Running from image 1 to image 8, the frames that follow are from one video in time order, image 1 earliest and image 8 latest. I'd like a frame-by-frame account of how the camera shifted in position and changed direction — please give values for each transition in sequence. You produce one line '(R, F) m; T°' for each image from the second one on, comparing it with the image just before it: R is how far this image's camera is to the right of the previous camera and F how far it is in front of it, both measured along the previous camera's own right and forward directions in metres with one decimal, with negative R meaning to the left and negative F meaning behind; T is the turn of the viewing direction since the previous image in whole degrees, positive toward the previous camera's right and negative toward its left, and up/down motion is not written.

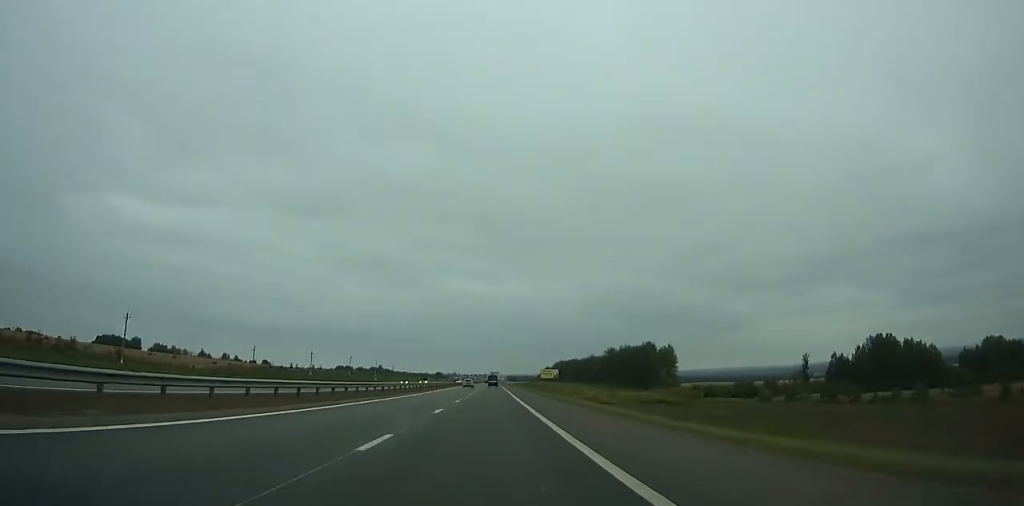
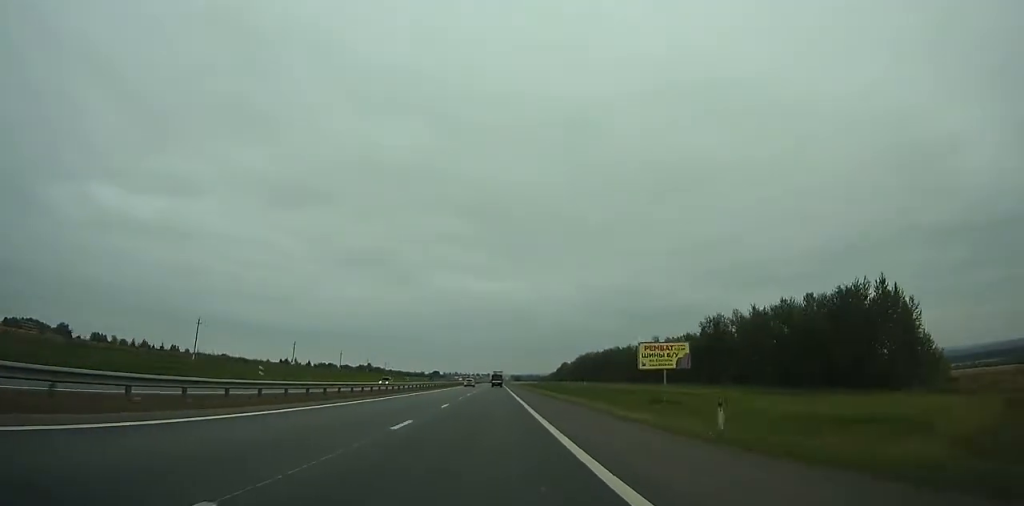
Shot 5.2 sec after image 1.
(-0.1, +137.7) m; 0°
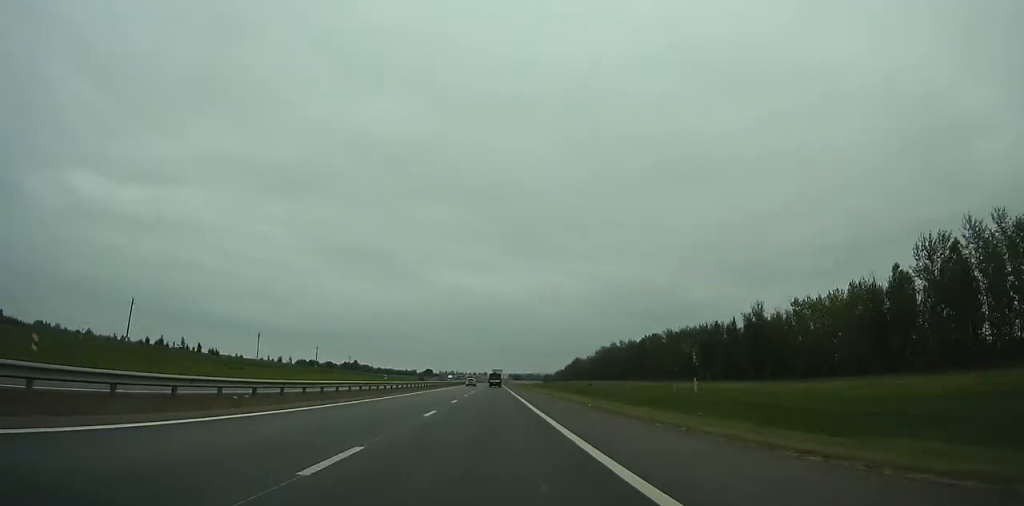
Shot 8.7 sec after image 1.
(-0.3, +92.3) m; 0°
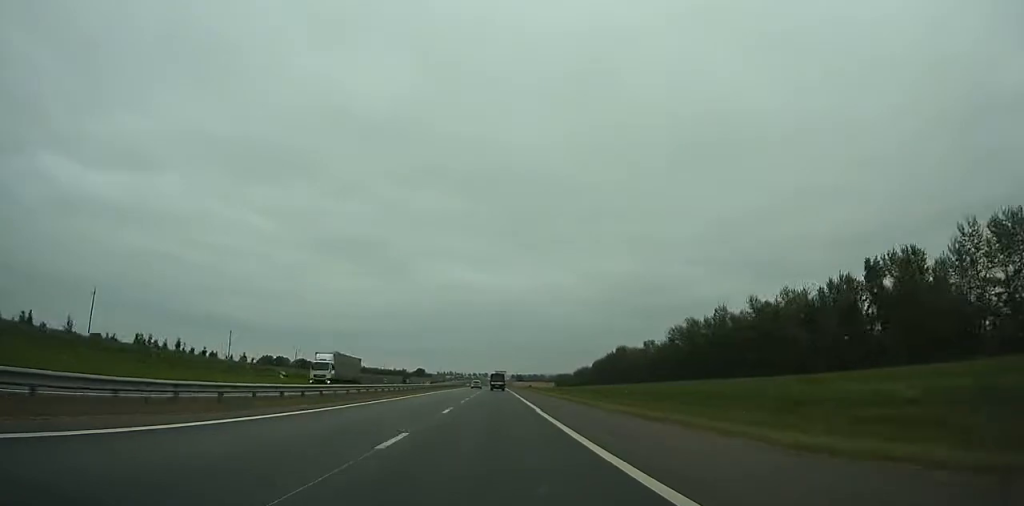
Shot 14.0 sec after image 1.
(+0.2, +140.1) m; 0°
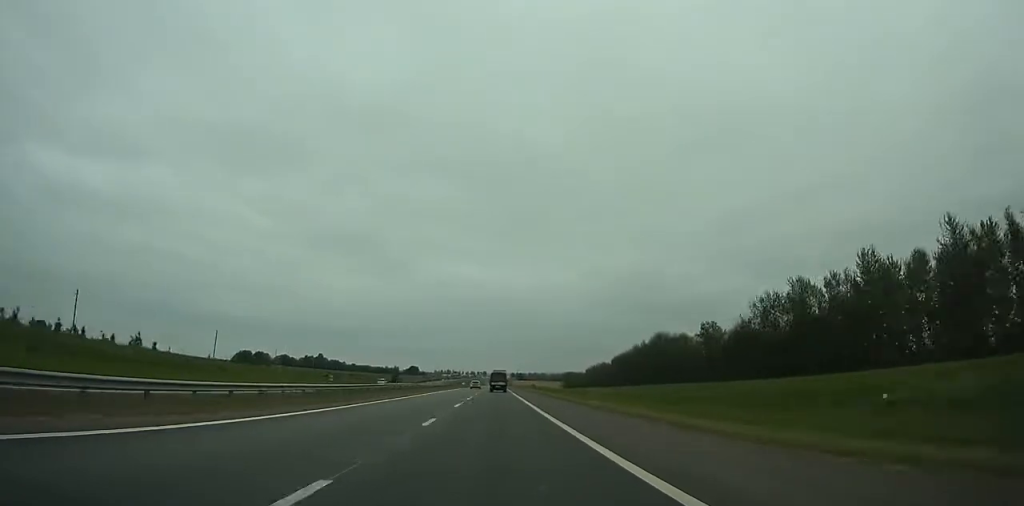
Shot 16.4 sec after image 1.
(+0.1, +63.9) m; 0°
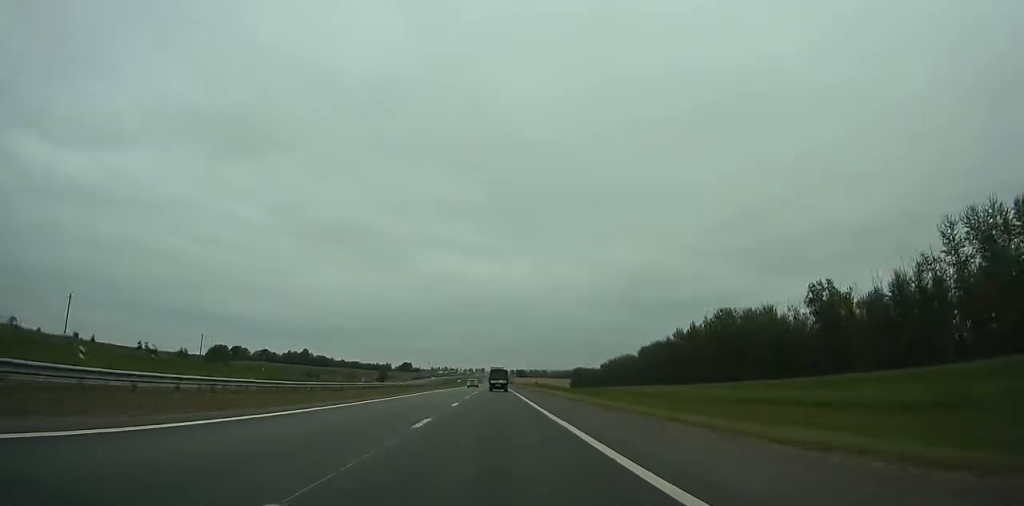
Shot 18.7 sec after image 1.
(-0.1, +61.5) m; 0°
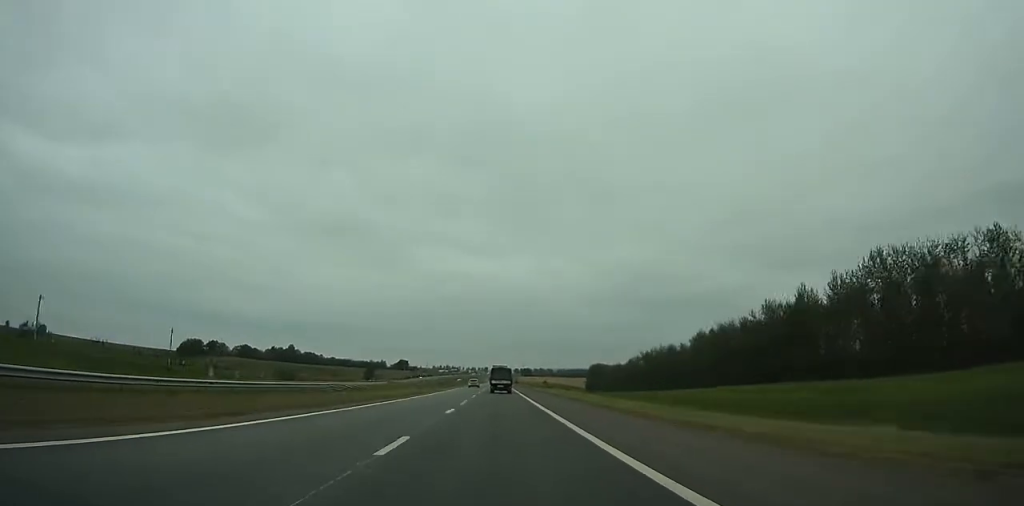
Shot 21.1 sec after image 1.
(0.0, +64.5) m; 0°
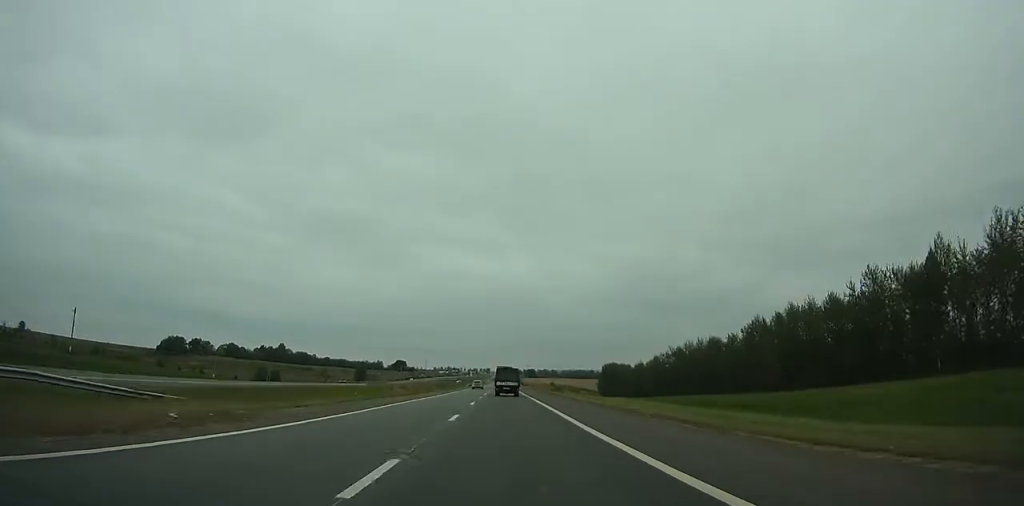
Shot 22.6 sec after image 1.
(0.0, +40.5) m; 0°
